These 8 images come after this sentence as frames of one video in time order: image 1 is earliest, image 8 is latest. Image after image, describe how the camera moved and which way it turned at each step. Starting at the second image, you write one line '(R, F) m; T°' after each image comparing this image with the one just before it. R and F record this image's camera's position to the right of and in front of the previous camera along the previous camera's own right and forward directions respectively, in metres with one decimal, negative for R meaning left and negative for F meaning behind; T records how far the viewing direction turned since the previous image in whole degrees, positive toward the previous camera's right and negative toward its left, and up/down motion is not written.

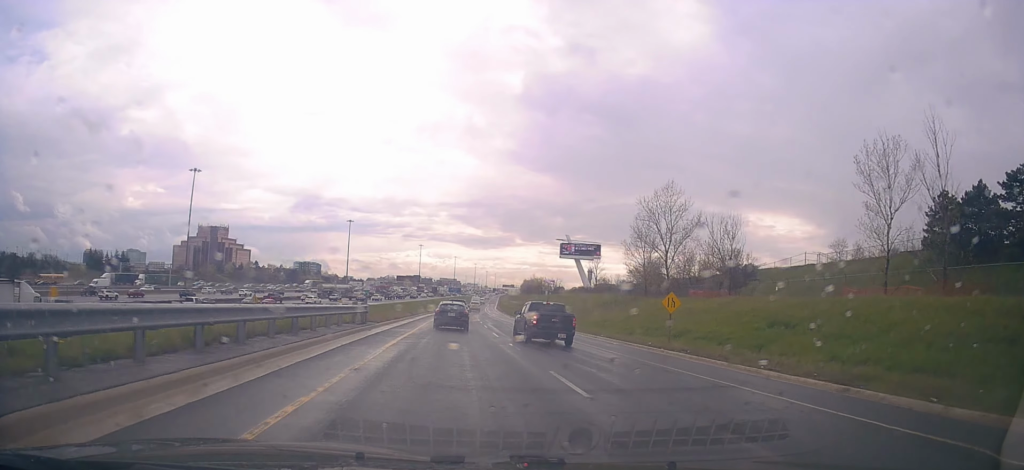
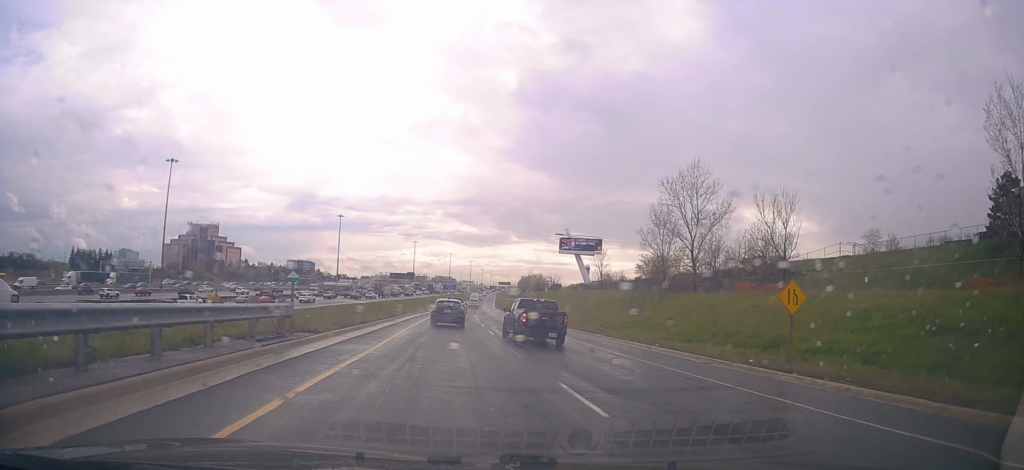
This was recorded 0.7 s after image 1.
(+0.2, +10.8) m; +2°
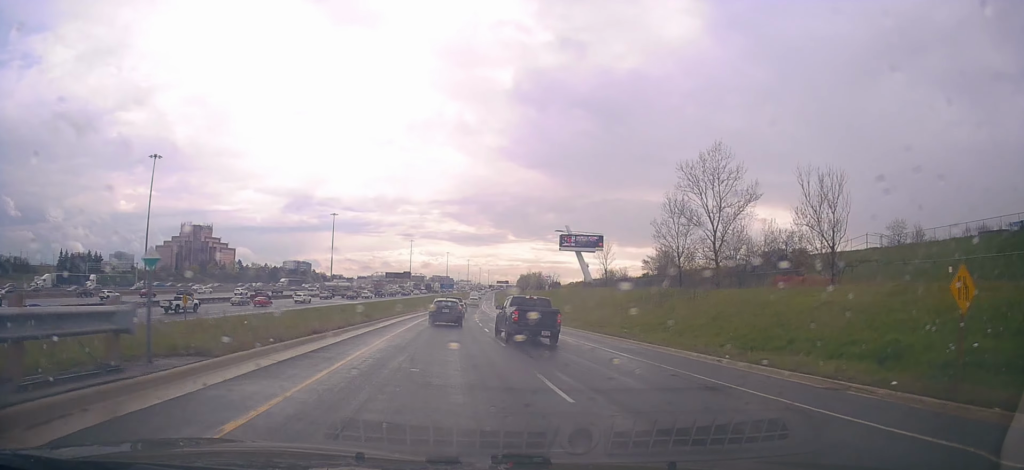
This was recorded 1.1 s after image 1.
(+0.1, +7.3) m; 0°
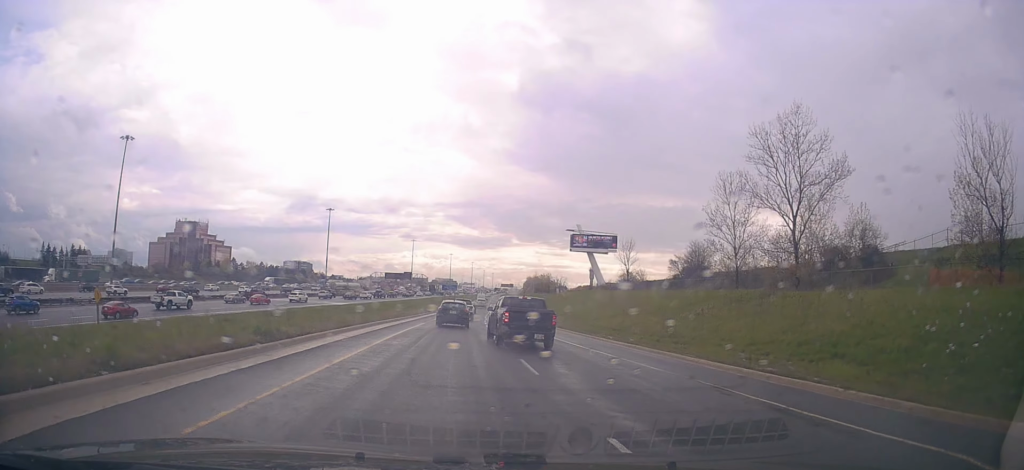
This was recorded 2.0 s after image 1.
(+0.1, +15.8) m; 0°
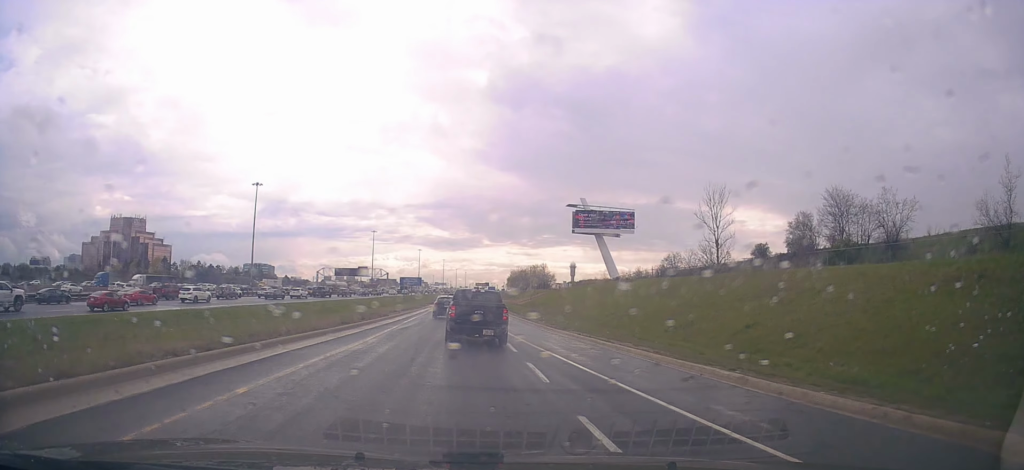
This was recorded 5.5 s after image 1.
(+1.1, +55.8) m; +3°
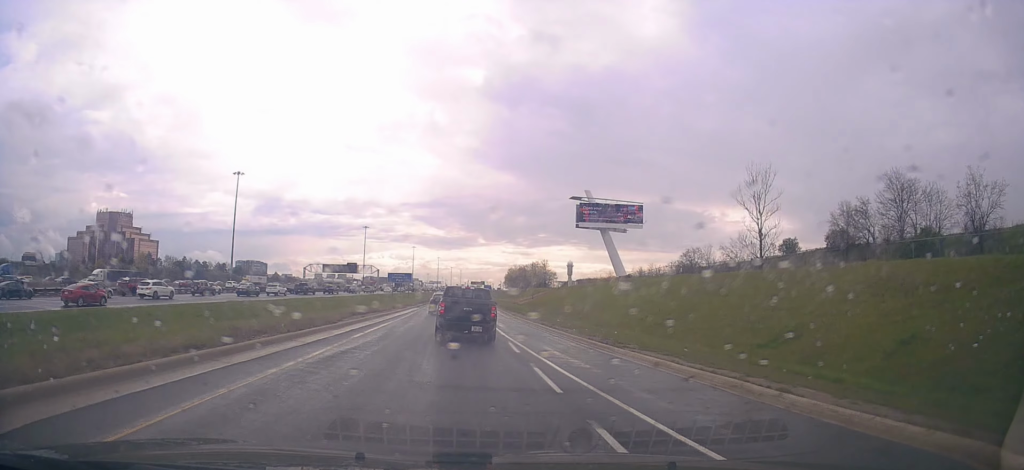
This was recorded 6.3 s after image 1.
(+0.2, +12.5) m; +1°
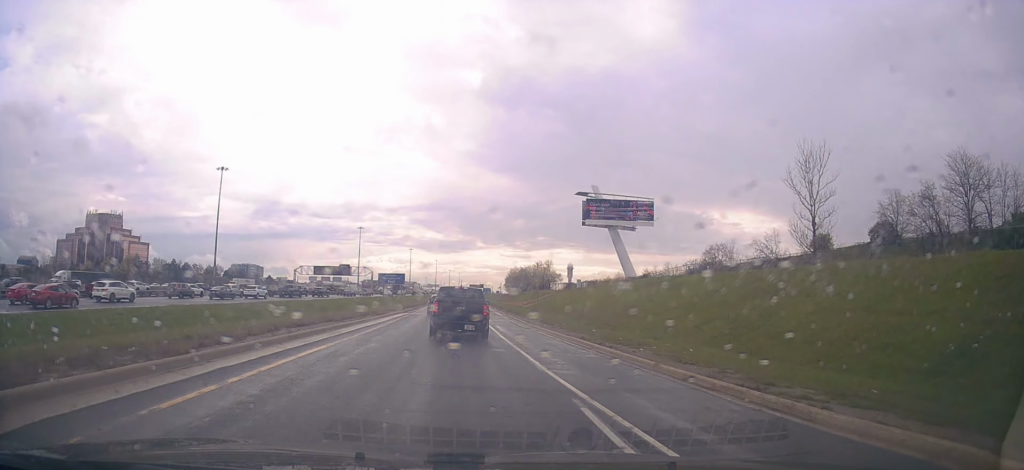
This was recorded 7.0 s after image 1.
(+0.2, +10.4) m; 0°
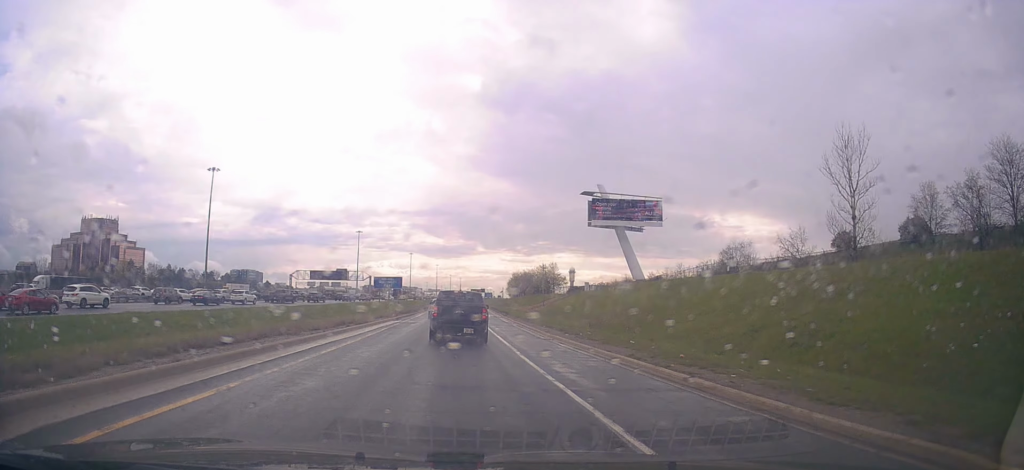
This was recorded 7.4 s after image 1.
(-0.2, +6.4) m; 0°
